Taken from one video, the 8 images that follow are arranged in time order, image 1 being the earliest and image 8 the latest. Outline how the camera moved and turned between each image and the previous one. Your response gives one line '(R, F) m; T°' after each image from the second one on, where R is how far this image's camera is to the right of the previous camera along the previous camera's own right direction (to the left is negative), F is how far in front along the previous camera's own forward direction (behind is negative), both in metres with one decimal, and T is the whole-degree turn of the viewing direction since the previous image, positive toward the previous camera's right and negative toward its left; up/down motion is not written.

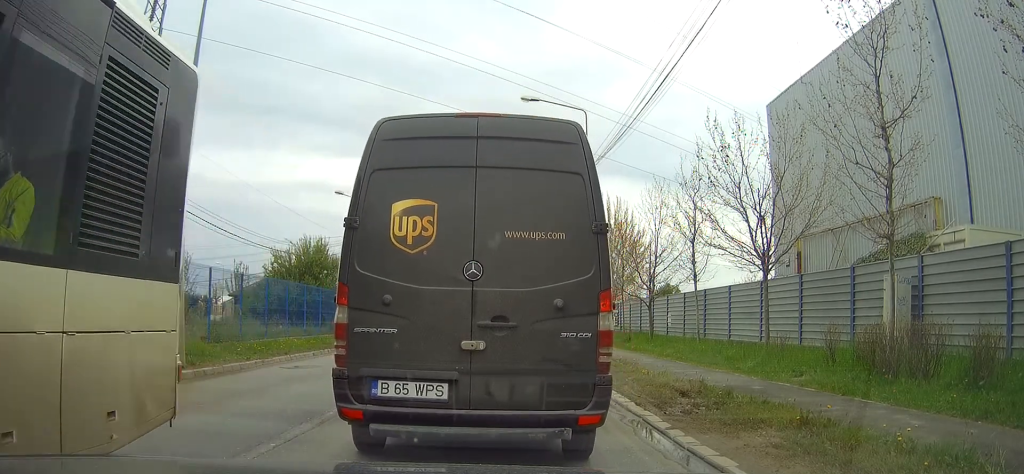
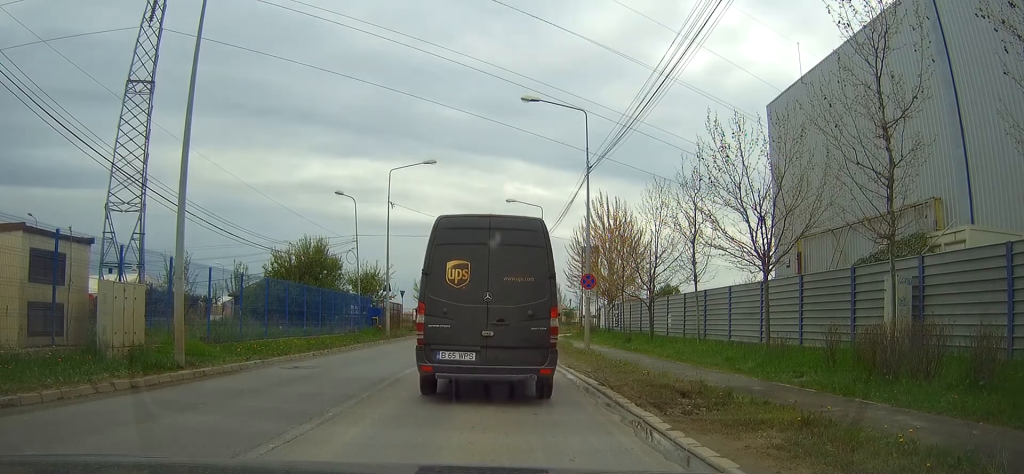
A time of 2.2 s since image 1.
(0.0, 0.0) m; 0°
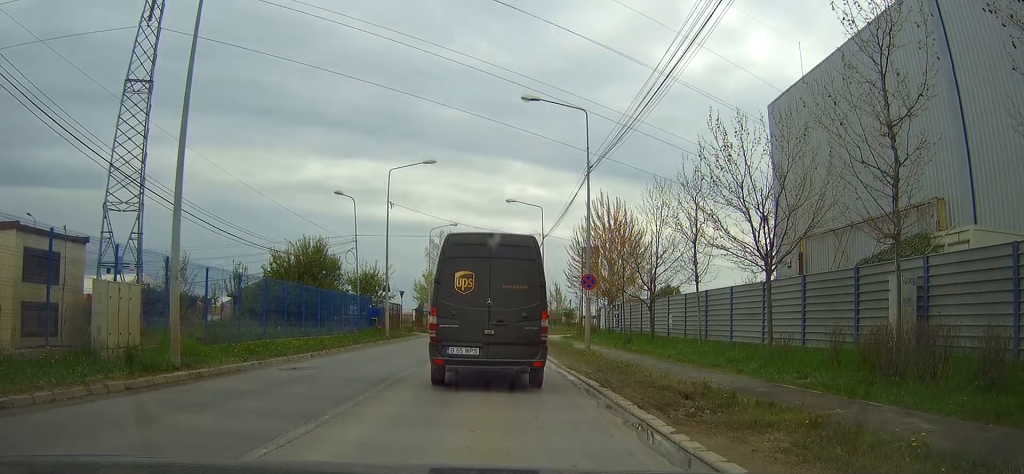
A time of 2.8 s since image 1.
(0.0, 0.0) m; 0°
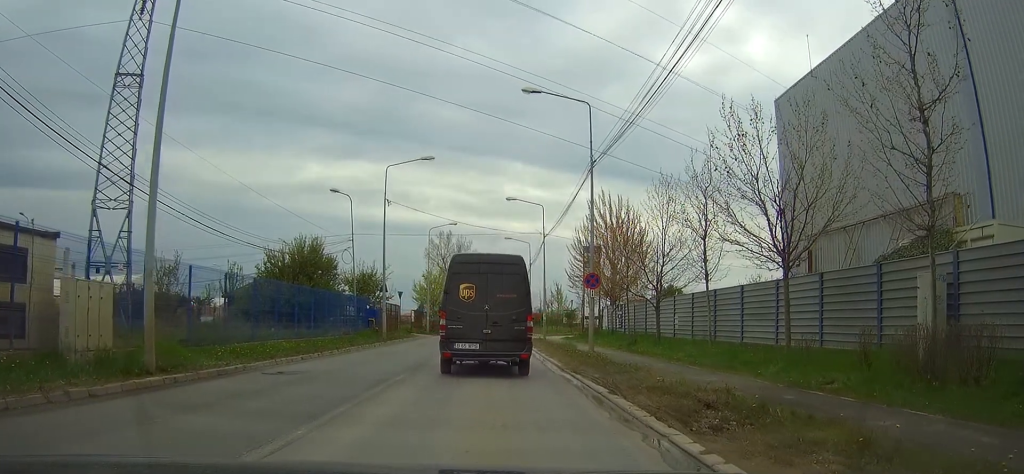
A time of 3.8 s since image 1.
(0.0, 0.0) m; 0°
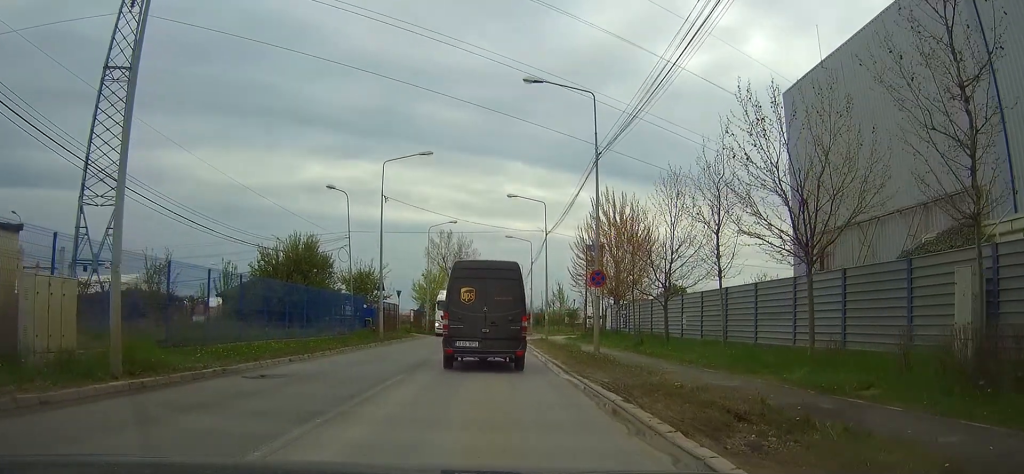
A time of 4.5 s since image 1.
(0.0, +0.5) m; 0°
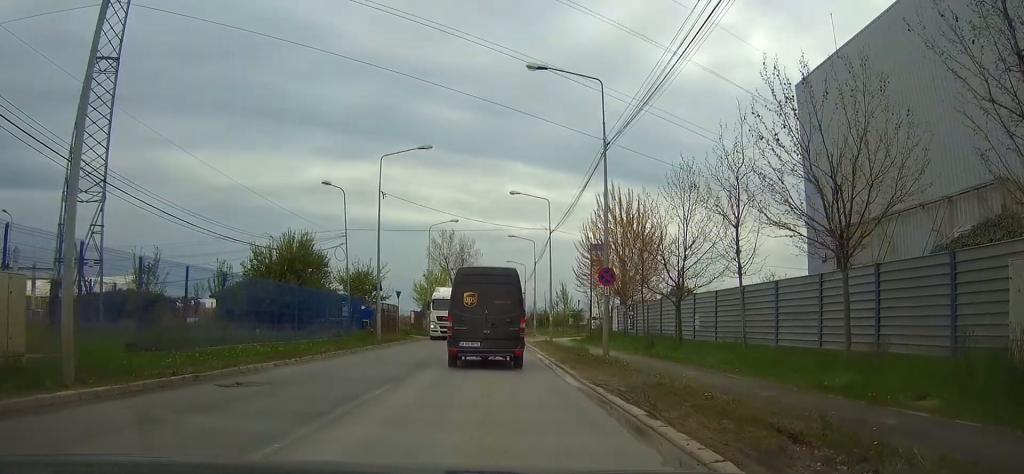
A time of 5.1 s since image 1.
(0.0, +1.1) m; 0°
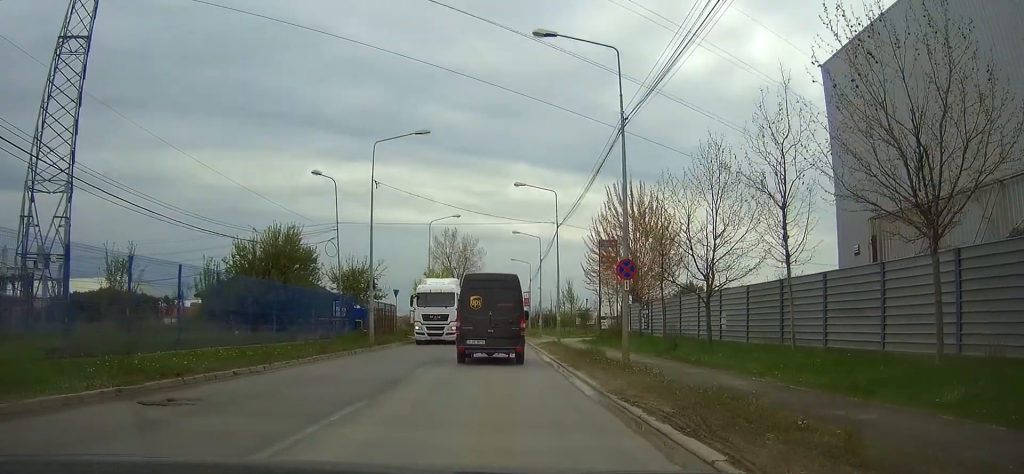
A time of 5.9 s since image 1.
(0.0, +3.4) m; +1°
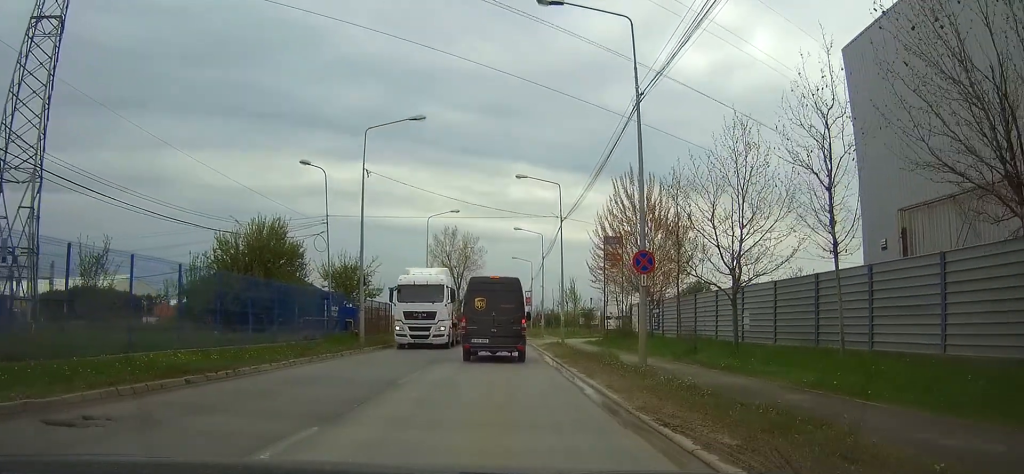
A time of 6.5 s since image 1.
(0.0, +2.6) m; 0°
